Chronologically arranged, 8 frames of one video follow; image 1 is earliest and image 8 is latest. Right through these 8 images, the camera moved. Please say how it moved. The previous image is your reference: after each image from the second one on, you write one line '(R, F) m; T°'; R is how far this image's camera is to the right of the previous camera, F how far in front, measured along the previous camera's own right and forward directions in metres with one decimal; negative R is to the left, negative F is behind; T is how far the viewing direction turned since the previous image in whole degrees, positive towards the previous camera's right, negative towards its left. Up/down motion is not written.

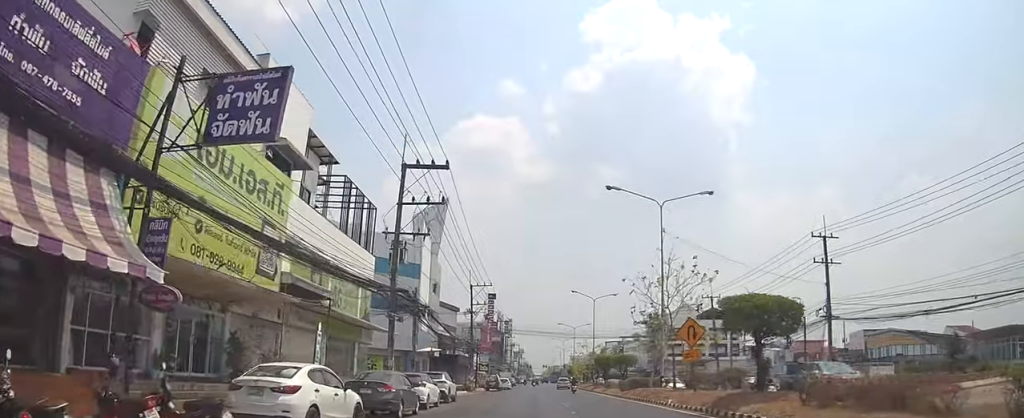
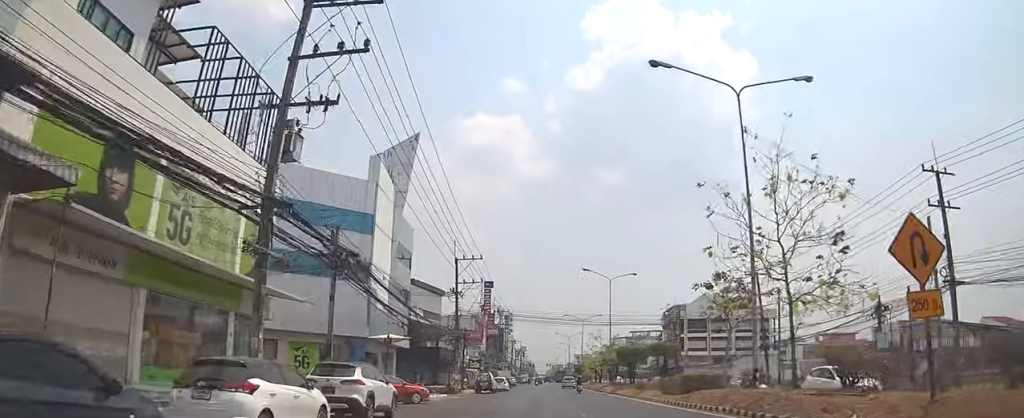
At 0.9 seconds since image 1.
(+0.6, +14.6) m; +1°
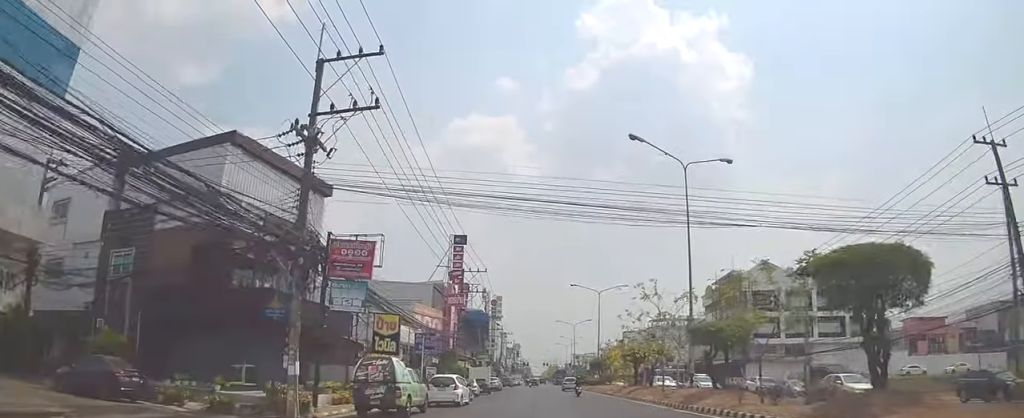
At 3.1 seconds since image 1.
(-1.5, +34.7) m; -3°
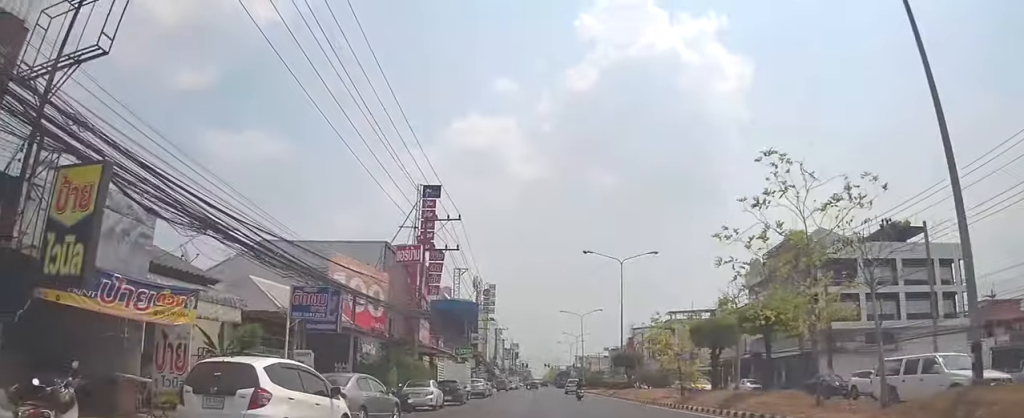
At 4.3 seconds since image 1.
(+0.1, +19.7) m; 0°
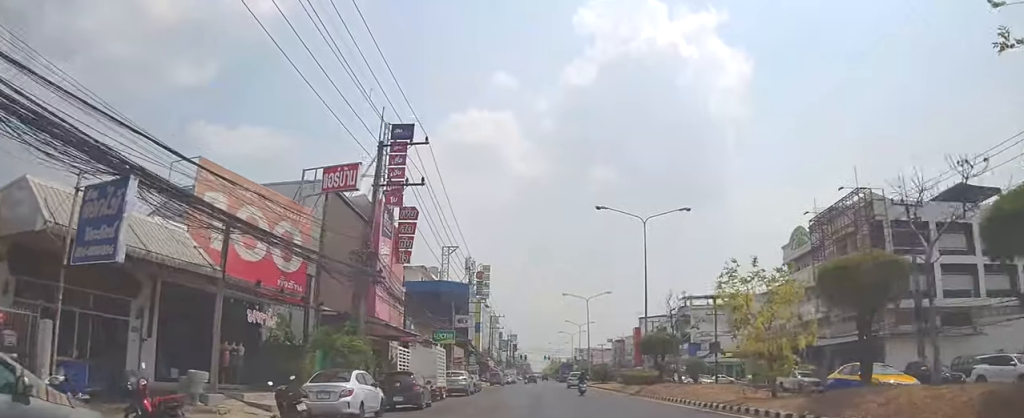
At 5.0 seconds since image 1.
(0.0, +11.9) m; 0°
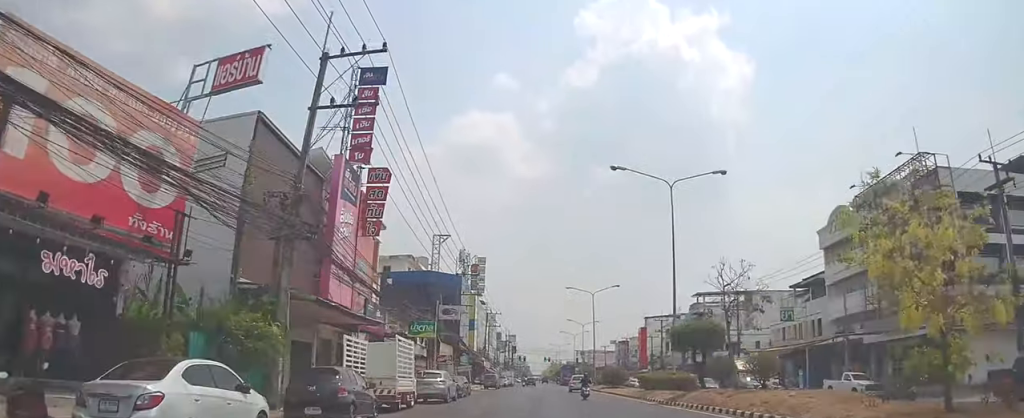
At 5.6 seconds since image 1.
(0.0, +8.3) m; 0°
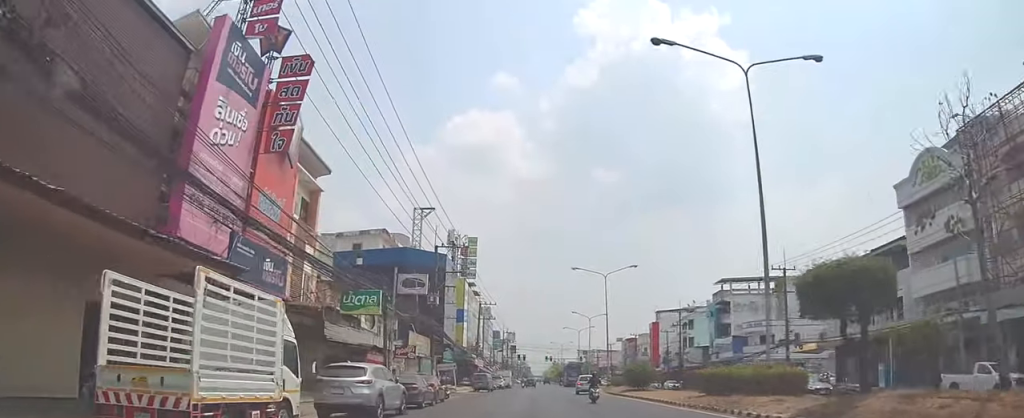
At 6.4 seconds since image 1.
(-0.1, +12.7) m; +1°
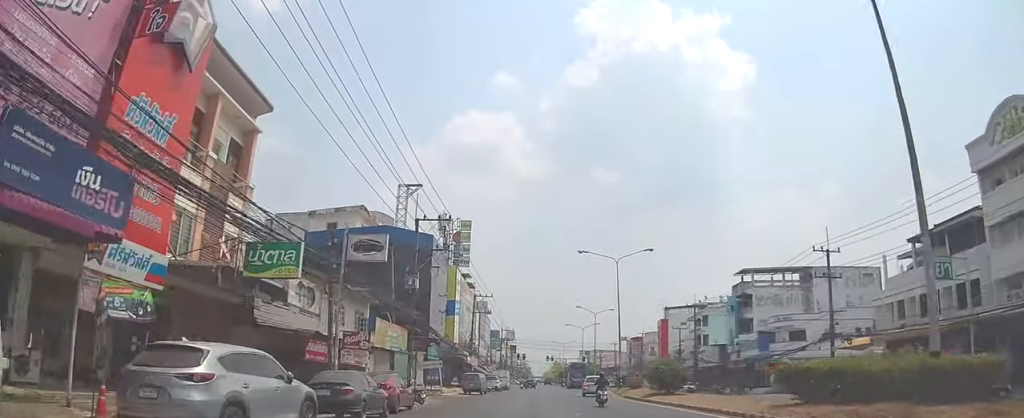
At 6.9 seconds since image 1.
(0.0, +8.5) m; +2°
